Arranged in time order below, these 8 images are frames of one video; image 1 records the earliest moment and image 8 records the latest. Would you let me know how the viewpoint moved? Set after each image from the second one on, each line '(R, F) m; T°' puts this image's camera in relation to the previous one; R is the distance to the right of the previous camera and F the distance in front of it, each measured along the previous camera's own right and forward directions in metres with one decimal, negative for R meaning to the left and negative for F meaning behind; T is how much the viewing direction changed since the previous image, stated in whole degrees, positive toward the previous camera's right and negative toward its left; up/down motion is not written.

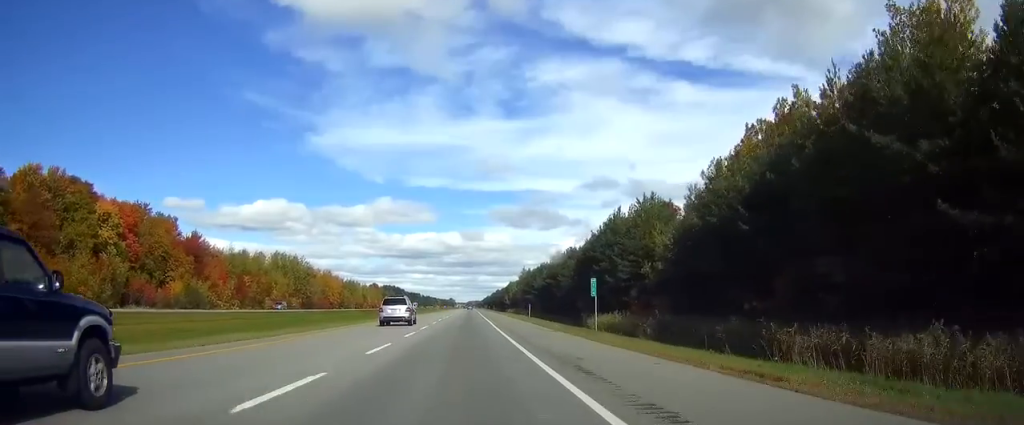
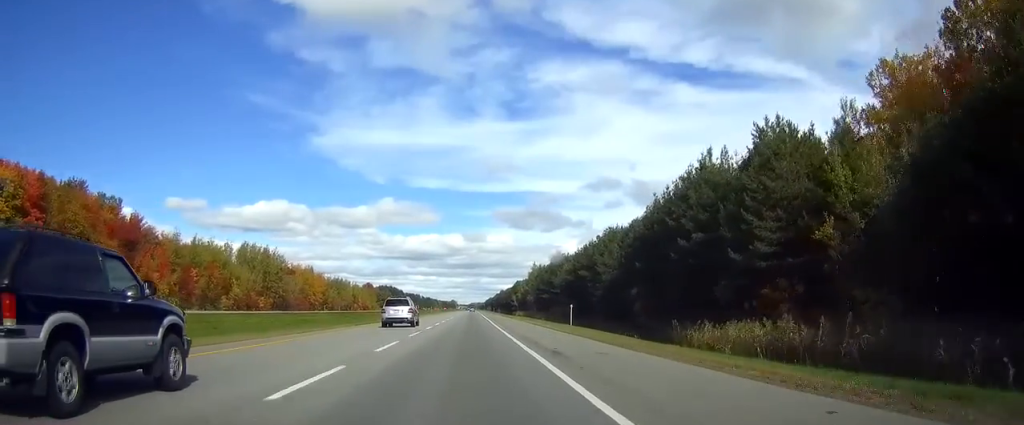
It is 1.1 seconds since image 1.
(0.0, +34.6) m; 0°
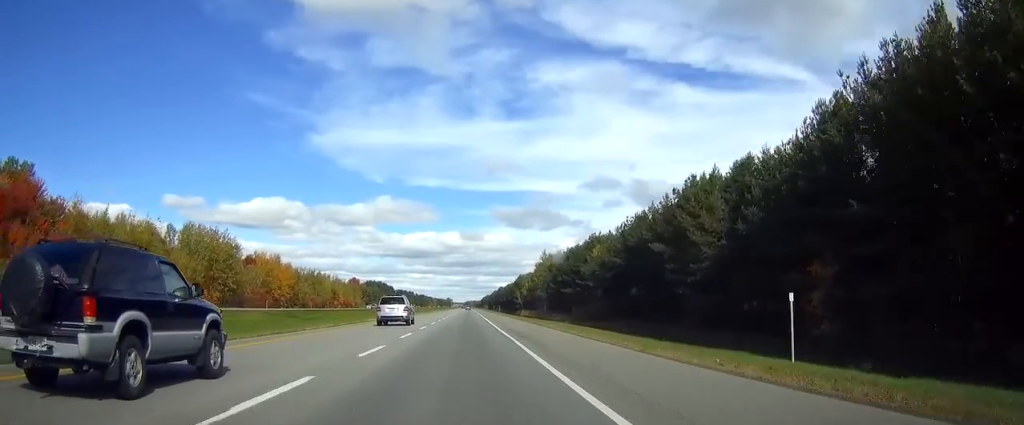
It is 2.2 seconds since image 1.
(0.0, +37.6) m; 0°
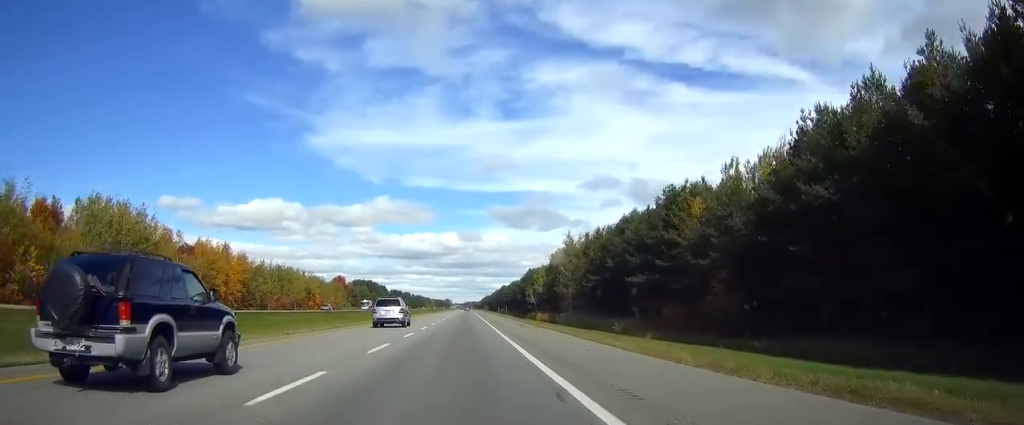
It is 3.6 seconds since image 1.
(0.0, +42.9) m; 0°
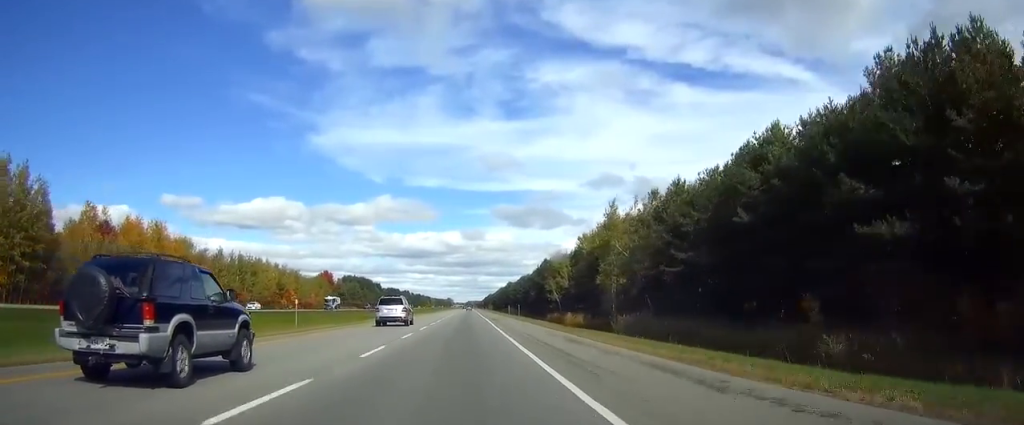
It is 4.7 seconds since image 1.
(0.0, +37.3) m; 0°
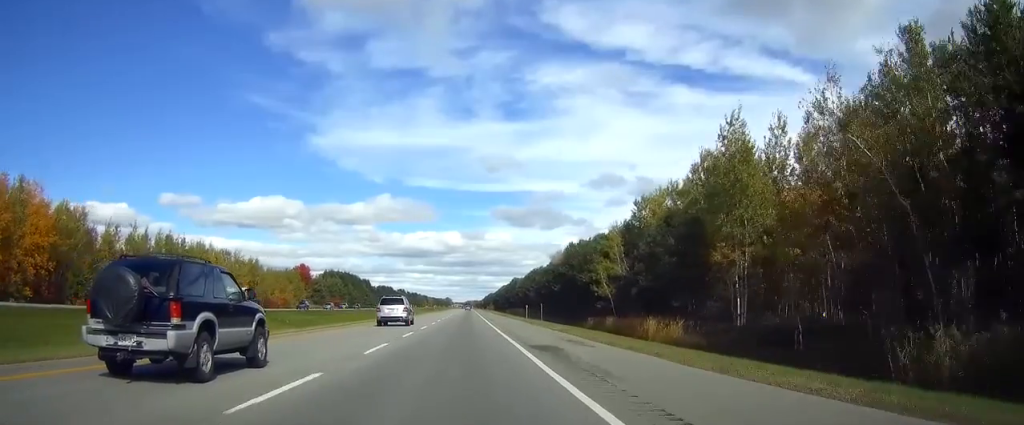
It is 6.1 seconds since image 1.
(0.0, +43.7) m; 0°
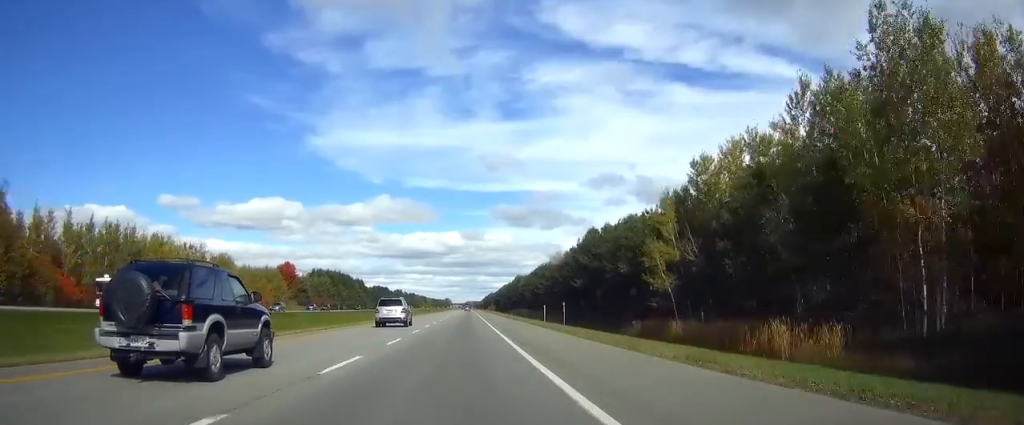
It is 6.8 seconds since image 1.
(0.0, +22.4) m; 0°
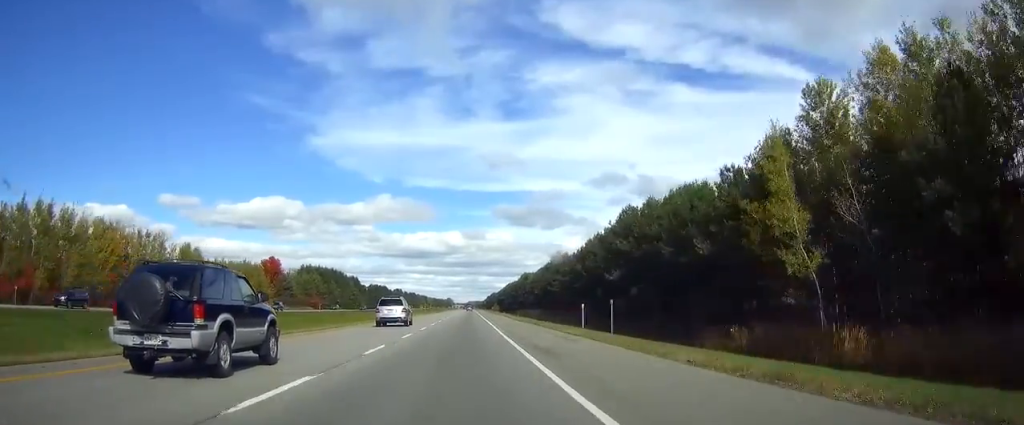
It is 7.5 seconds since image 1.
(+0.1, +22.4) m; 0°
